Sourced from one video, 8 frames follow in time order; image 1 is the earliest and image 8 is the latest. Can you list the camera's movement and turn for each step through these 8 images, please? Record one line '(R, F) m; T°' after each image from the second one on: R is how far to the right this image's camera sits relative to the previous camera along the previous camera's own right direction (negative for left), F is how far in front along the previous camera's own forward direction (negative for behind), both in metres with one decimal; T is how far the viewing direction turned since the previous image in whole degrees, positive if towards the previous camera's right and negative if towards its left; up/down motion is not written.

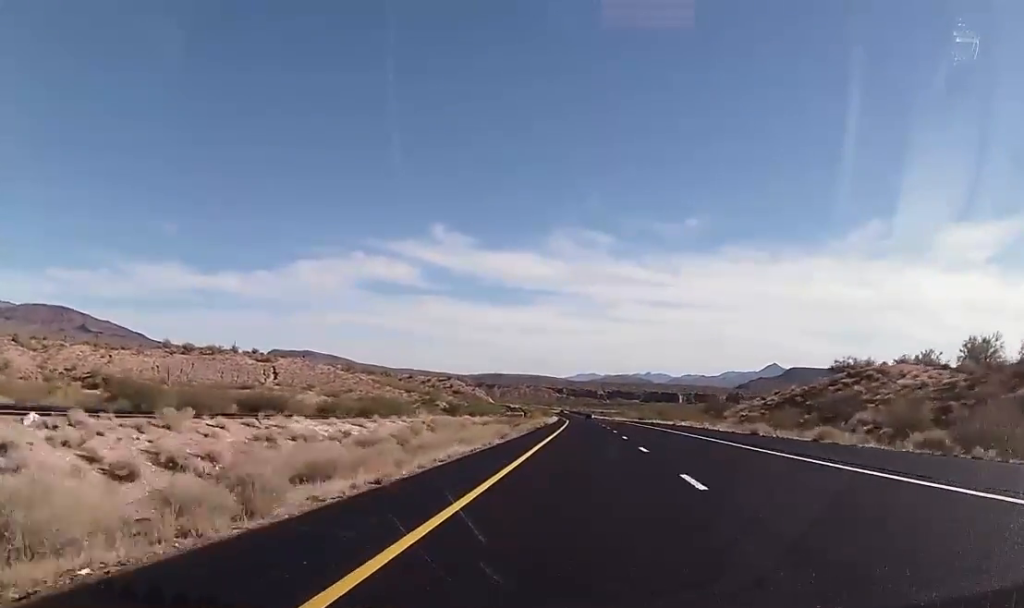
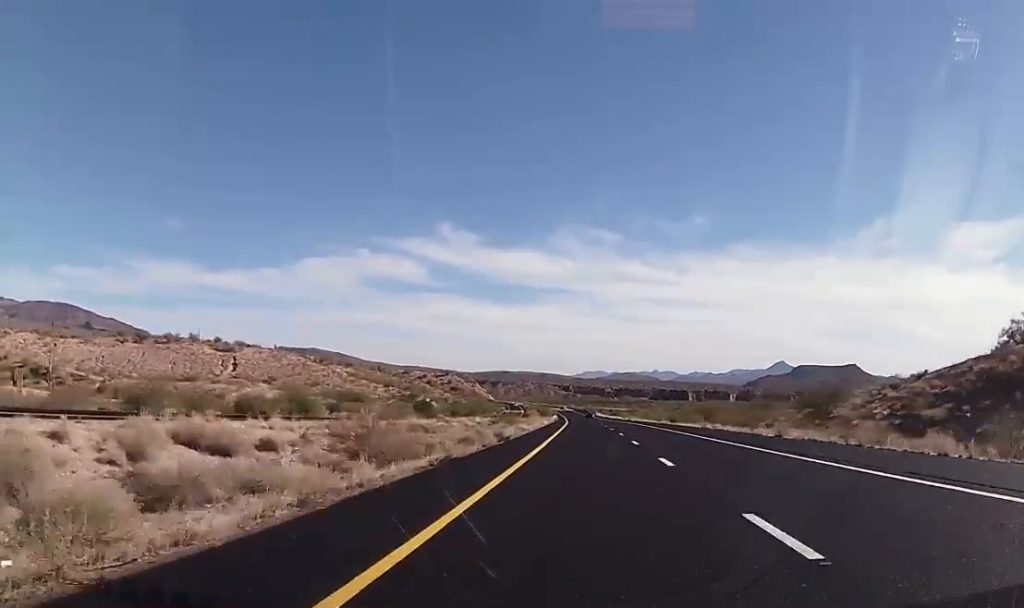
(-0.1, +44.2) m; -1°
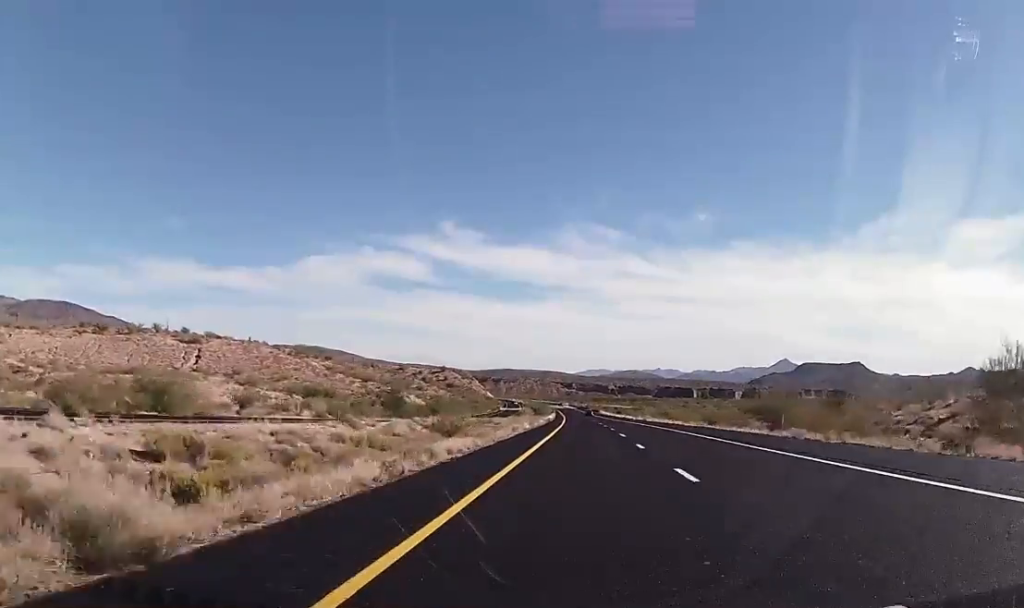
(-0.3, +29.0) m; -1°
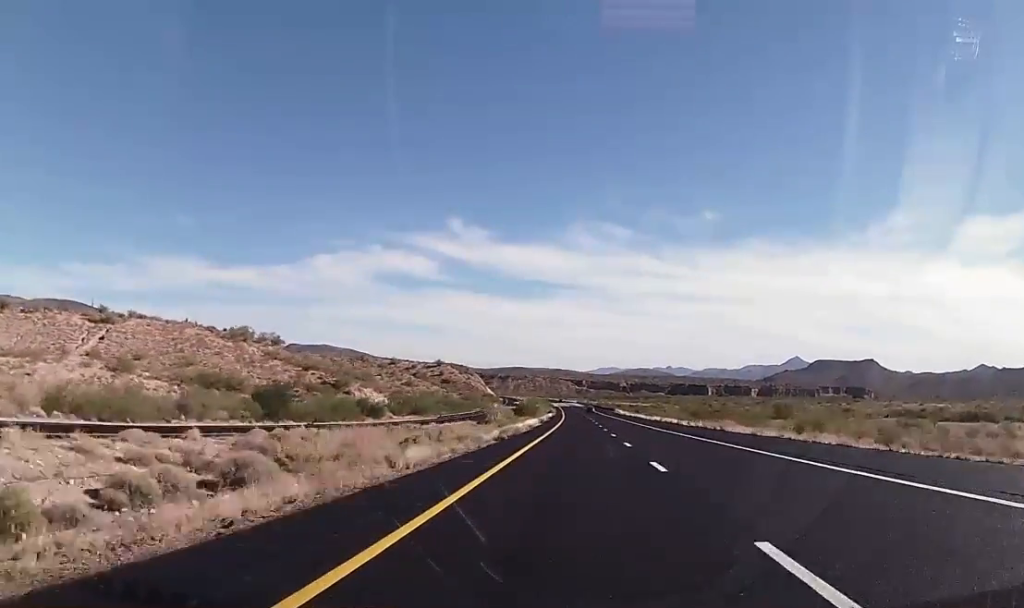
(-0.4, +58.0) m; -1°
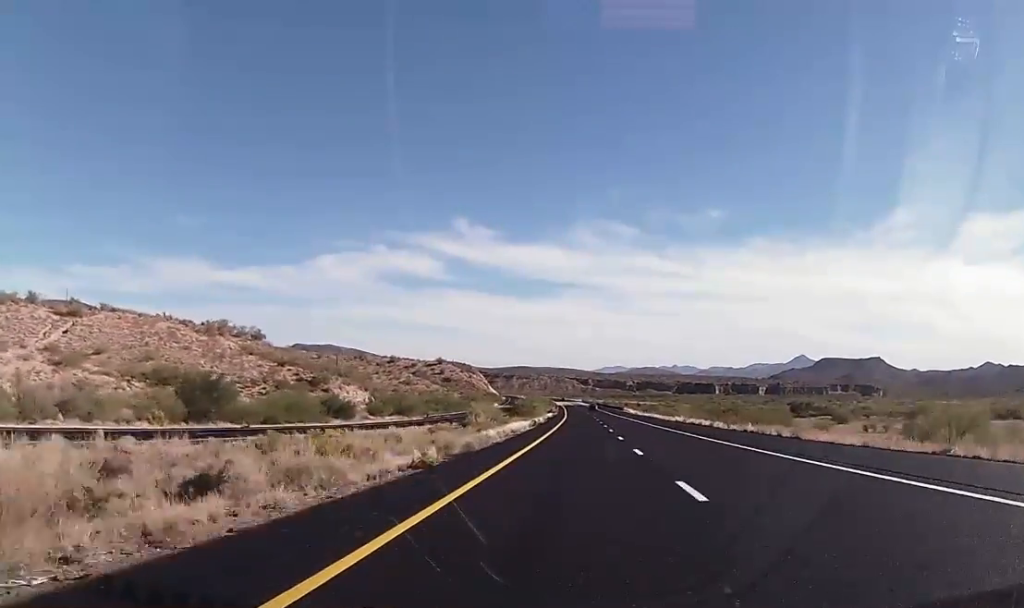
(-0.3, +17.6) m; 0°
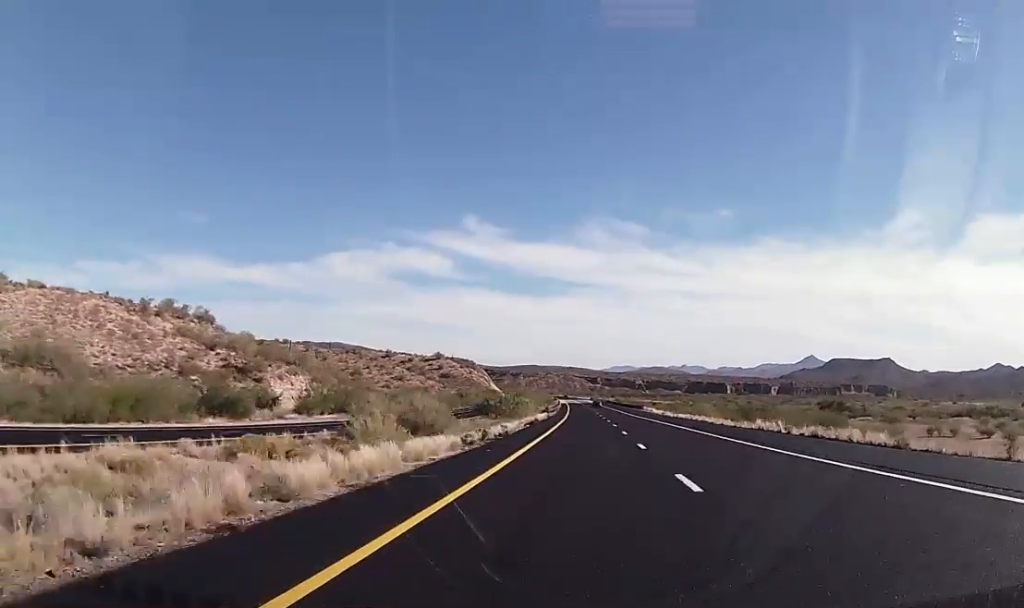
(-0.1, +35.3) m; 0°
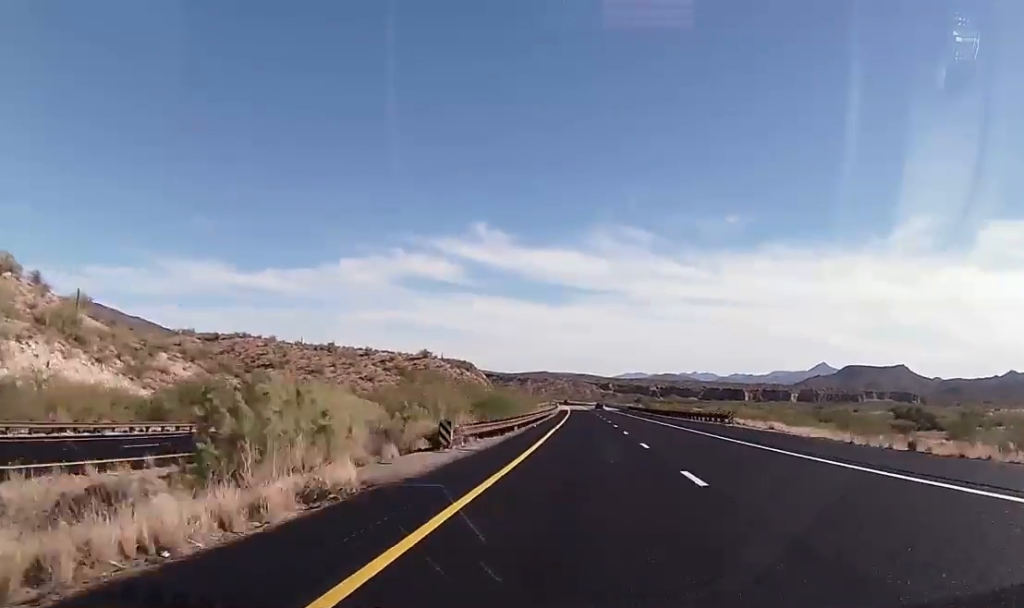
(-0.3, +71.9) m; -2°
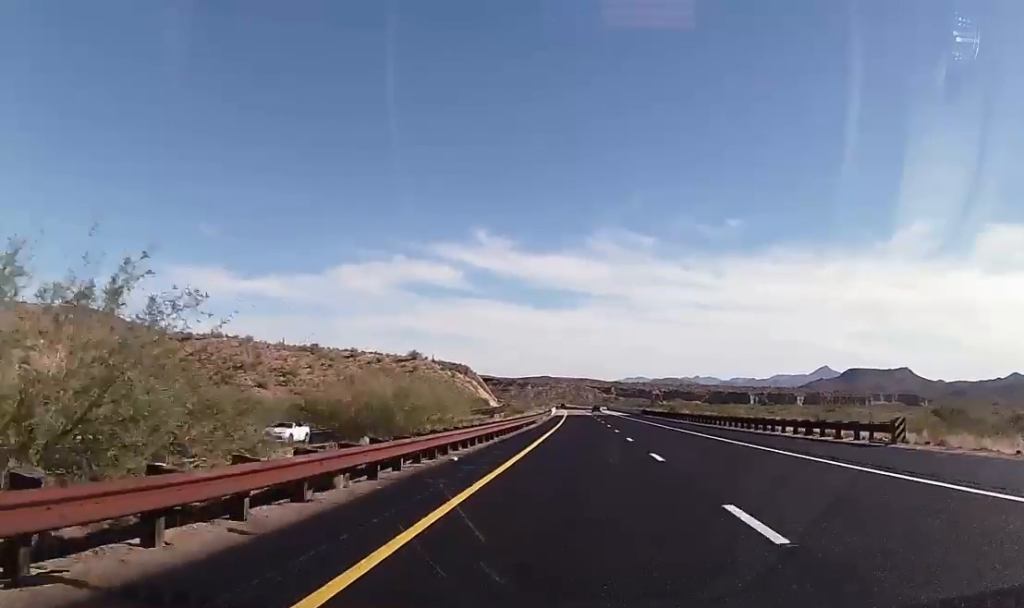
(-0.3, +30.3) m; -1°
